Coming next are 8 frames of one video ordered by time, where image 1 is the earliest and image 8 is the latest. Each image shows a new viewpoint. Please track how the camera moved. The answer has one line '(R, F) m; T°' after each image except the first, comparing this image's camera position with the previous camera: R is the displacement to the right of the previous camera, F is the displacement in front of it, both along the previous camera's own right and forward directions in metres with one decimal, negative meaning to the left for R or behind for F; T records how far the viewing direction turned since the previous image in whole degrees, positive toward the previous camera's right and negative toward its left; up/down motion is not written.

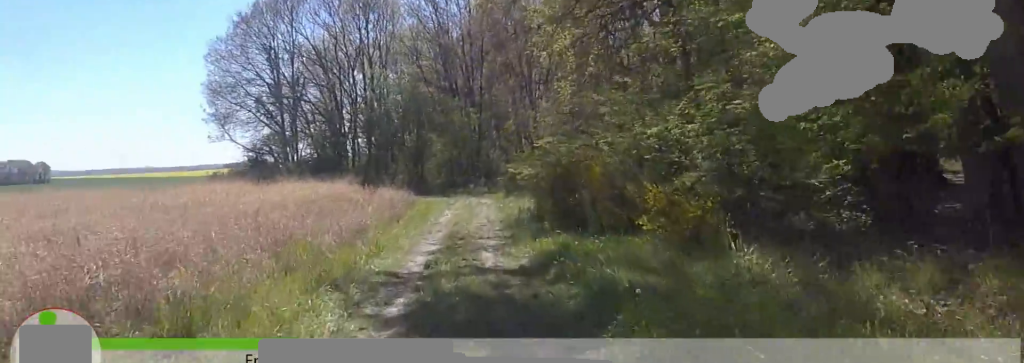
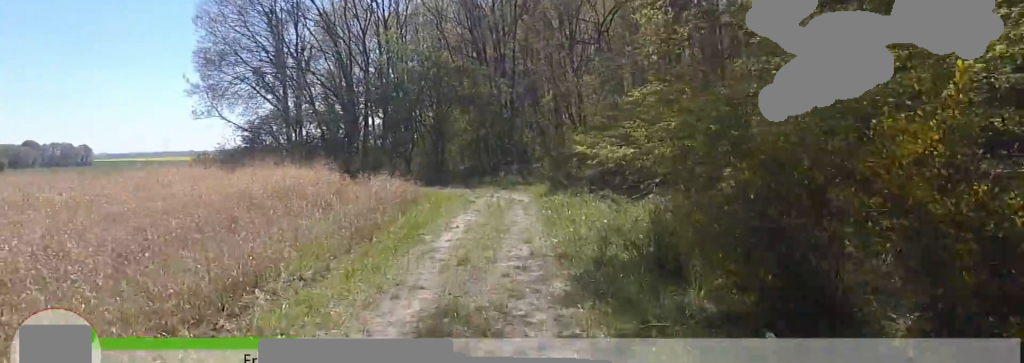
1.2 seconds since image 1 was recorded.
(+0.7, +9.7) m; +2°
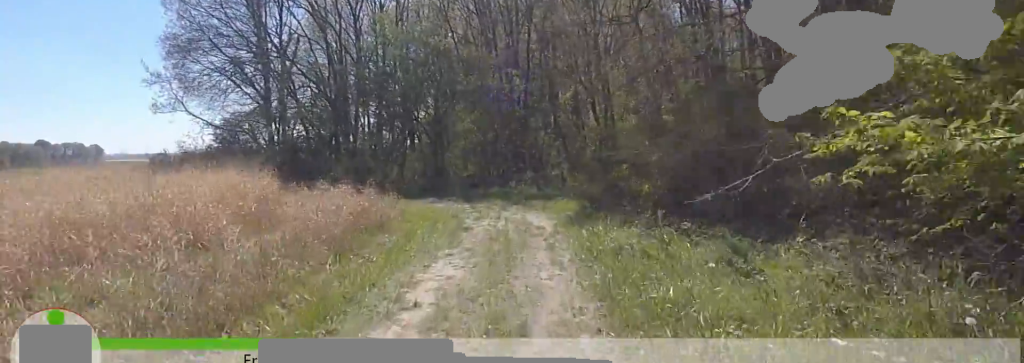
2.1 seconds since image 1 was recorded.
(-0.2, +7.6) m; -3°
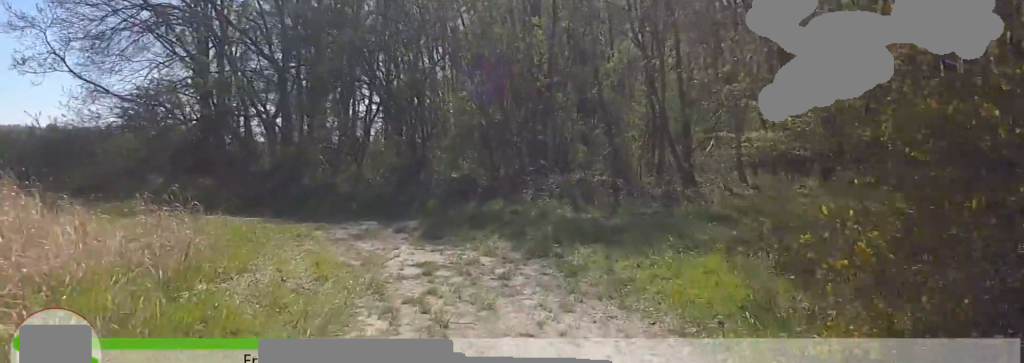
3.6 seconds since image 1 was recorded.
(-0.8, +13.9) m; -15°
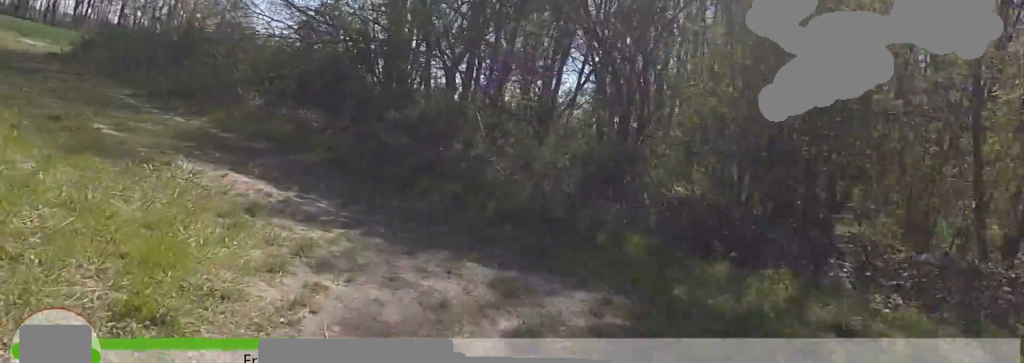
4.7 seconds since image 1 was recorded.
(-1.7, +9.8) m; -22°
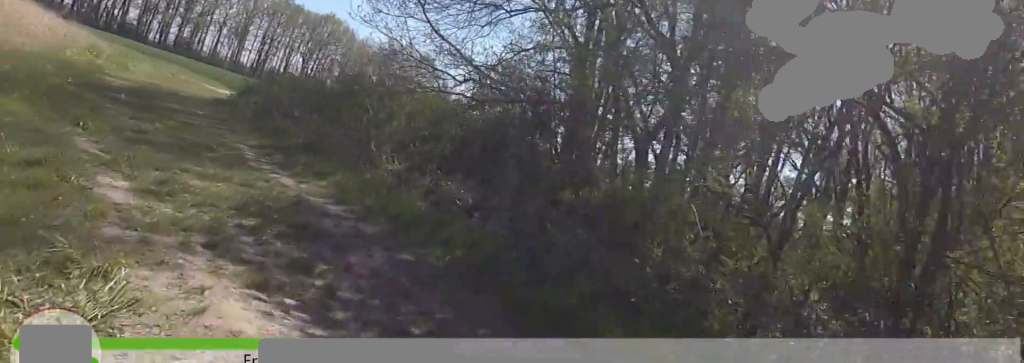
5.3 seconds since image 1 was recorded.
(-1.0, +6.1) m; -6°
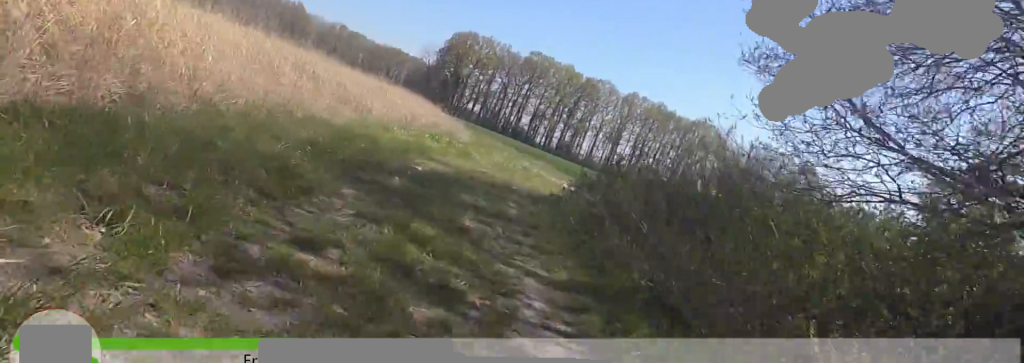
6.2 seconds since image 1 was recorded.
(-0.6, +9.1) m; -5°
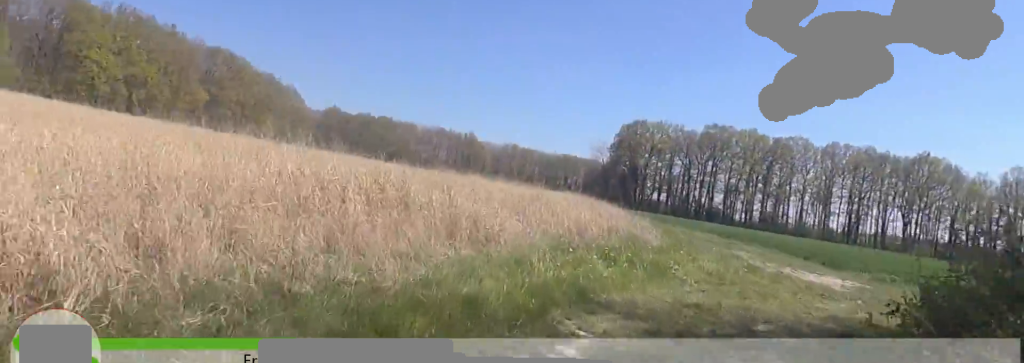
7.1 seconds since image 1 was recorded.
(-0.1, +8.5) m; -2°
